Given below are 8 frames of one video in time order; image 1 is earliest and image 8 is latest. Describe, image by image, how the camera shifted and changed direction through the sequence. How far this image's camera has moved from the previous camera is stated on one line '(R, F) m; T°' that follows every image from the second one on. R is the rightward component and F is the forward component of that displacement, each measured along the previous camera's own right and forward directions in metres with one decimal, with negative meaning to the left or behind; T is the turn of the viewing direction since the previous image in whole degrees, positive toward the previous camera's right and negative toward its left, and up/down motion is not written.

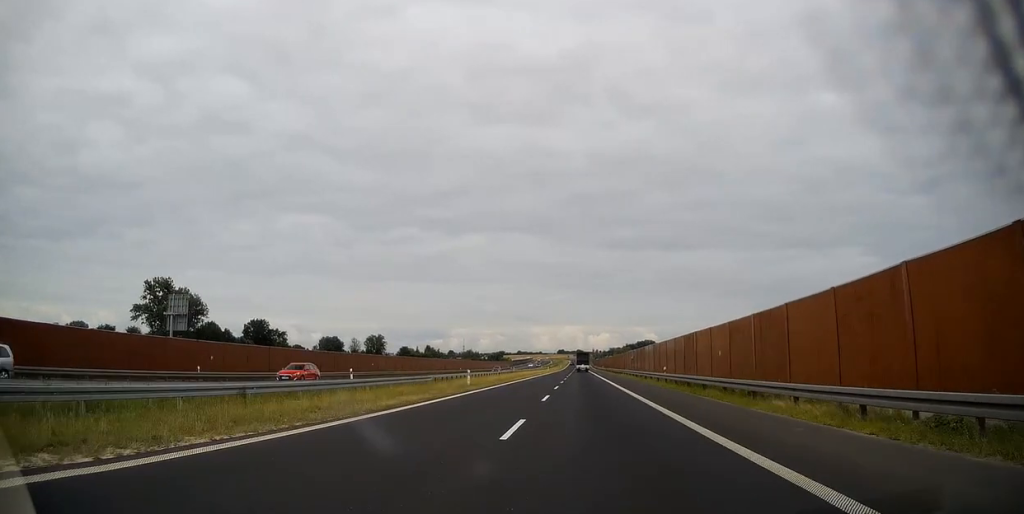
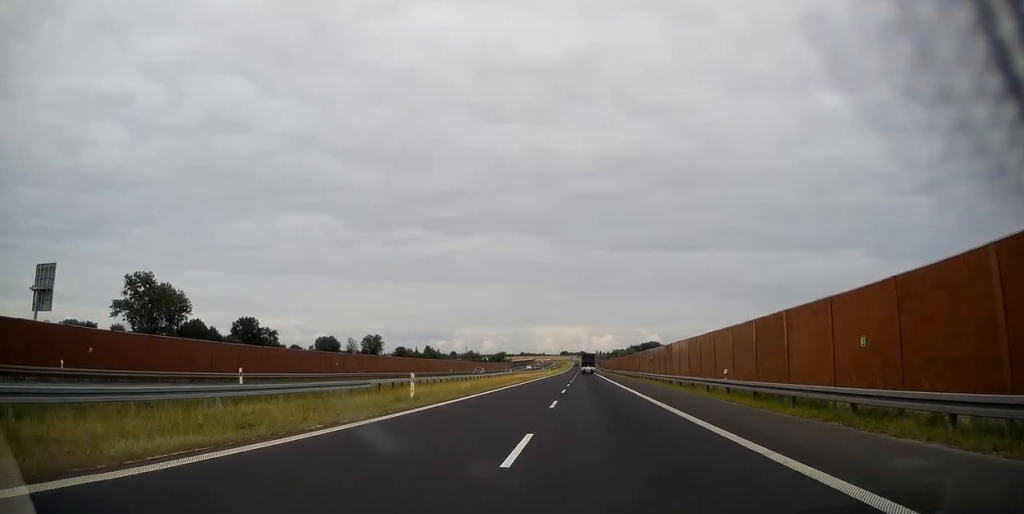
(0.0, +15.9) m; 0°
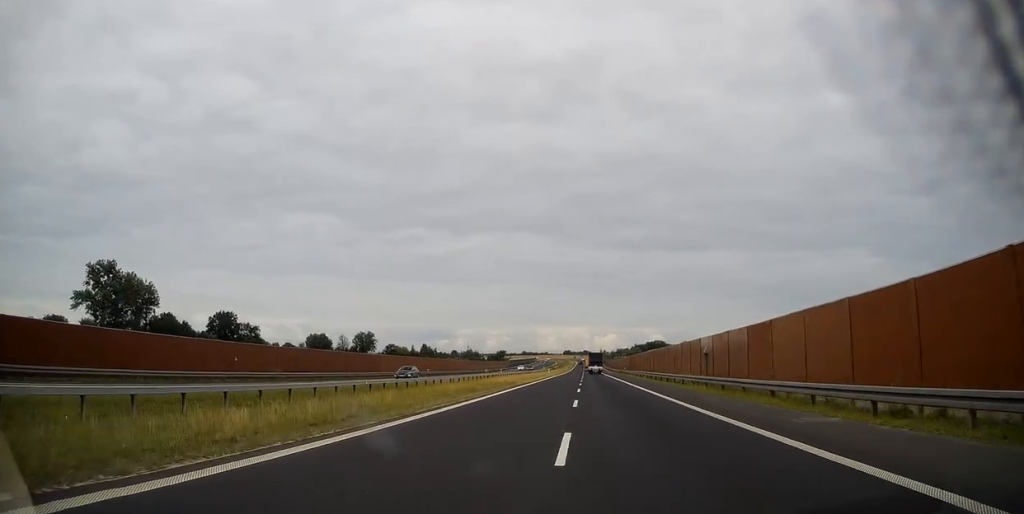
(-0.2, +23.8) m; 0°
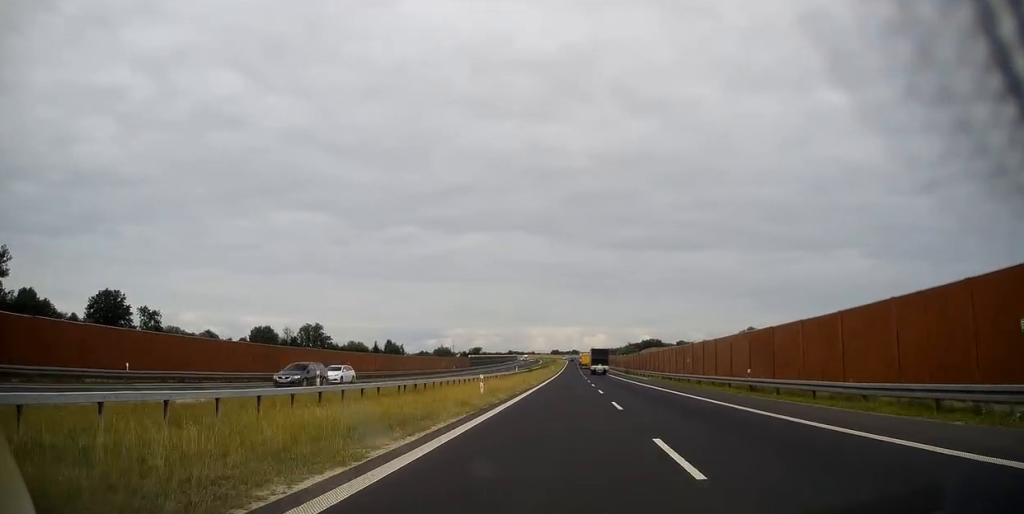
(+0.2, +72.6) m; +1°
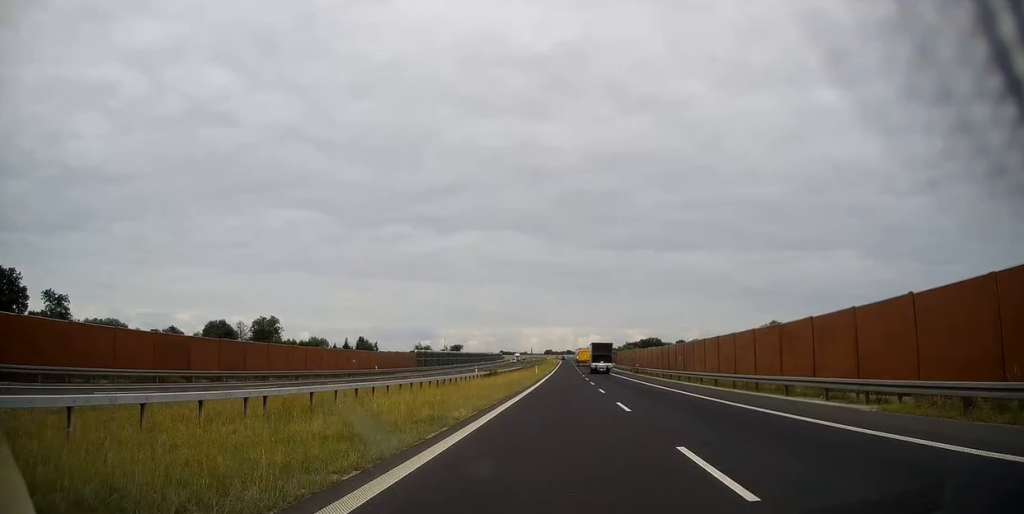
(+0.4, +49.1) m; +1°
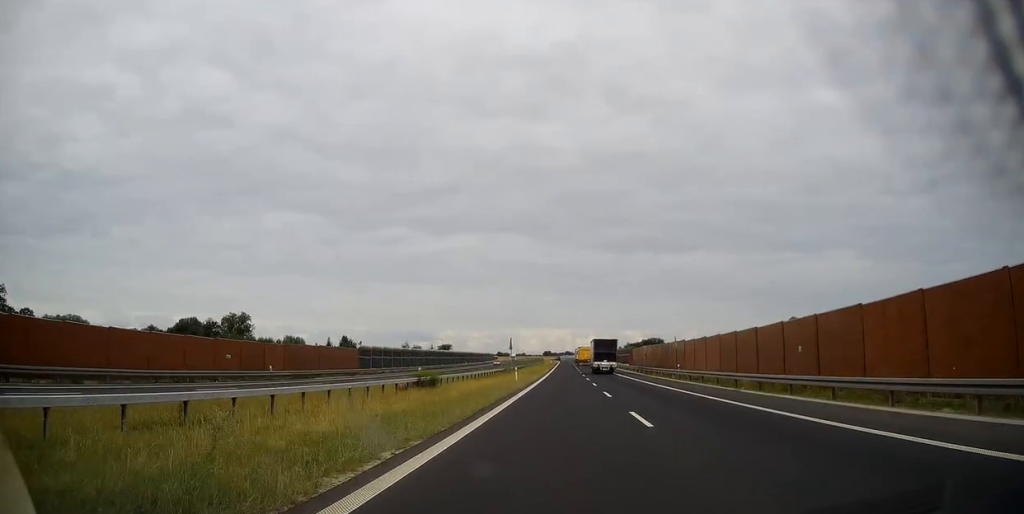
(0.0, +28.5) m; 0°
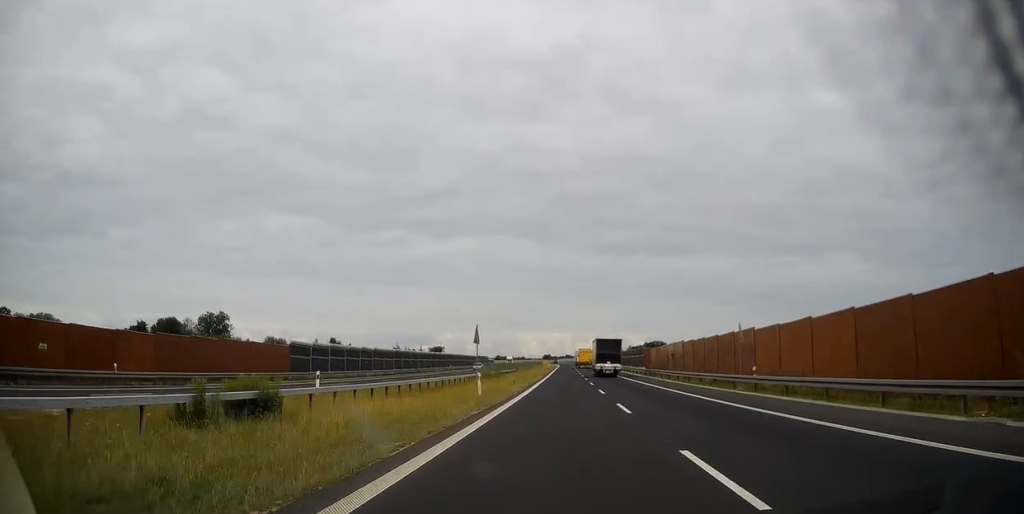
(0.0, +19.4) m; 0°
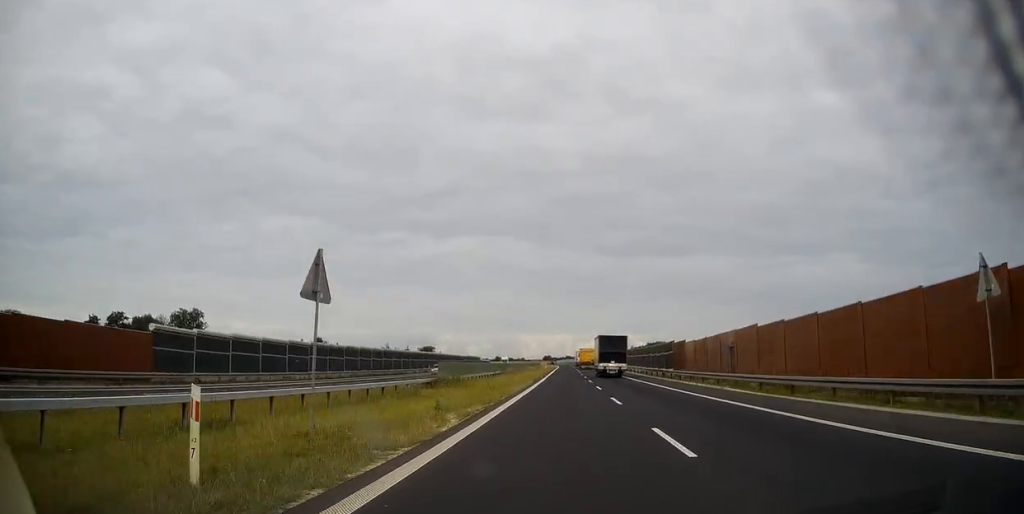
(0.0, +20.5) m; 0°
